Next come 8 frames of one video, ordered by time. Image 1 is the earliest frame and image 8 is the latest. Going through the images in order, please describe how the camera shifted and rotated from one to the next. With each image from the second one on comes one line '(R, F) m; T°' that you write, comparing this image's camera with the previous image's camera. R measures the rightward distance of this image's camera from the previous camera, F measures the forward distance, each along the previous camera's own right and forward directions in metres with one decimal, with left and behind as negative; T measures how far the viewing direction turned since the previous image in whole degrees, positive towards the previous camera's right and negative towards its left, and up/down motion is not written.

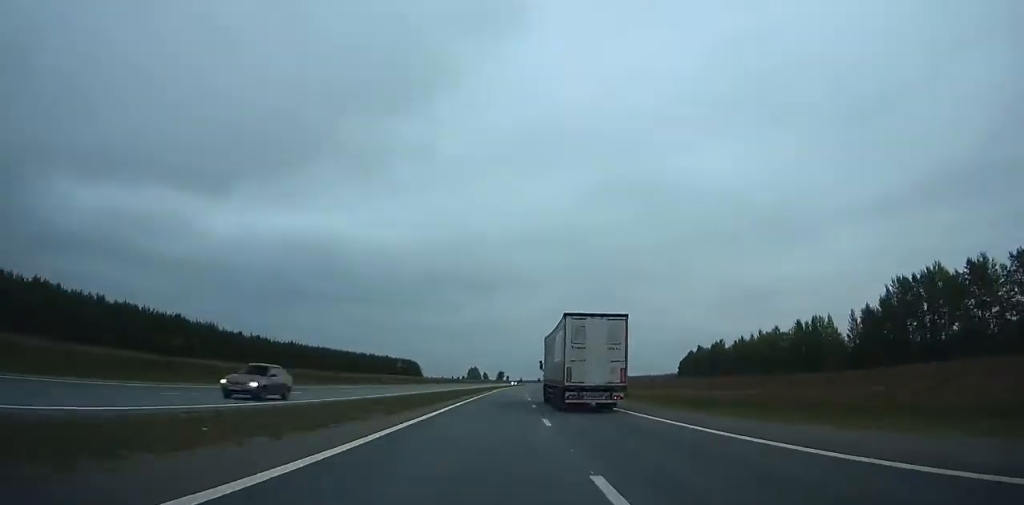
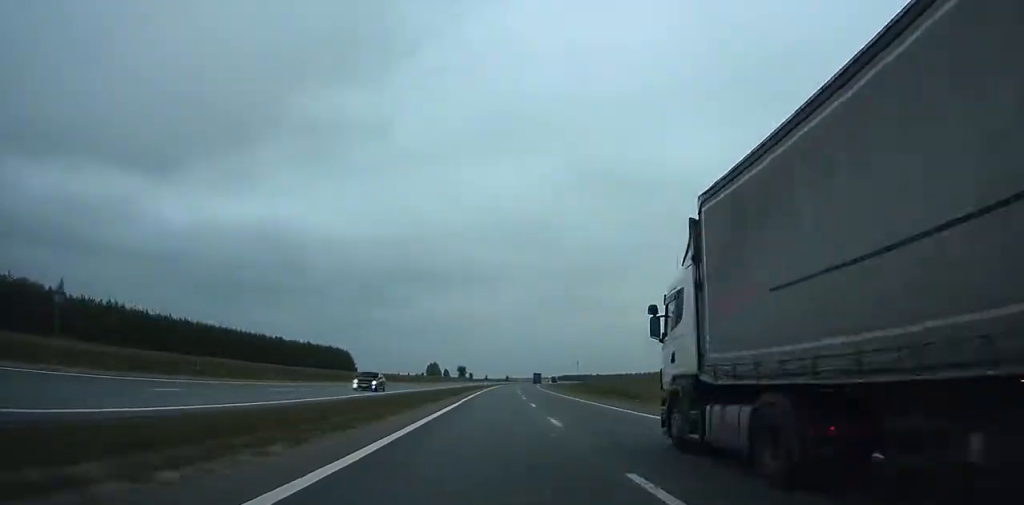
(+1.3, +84.6) m; +3°
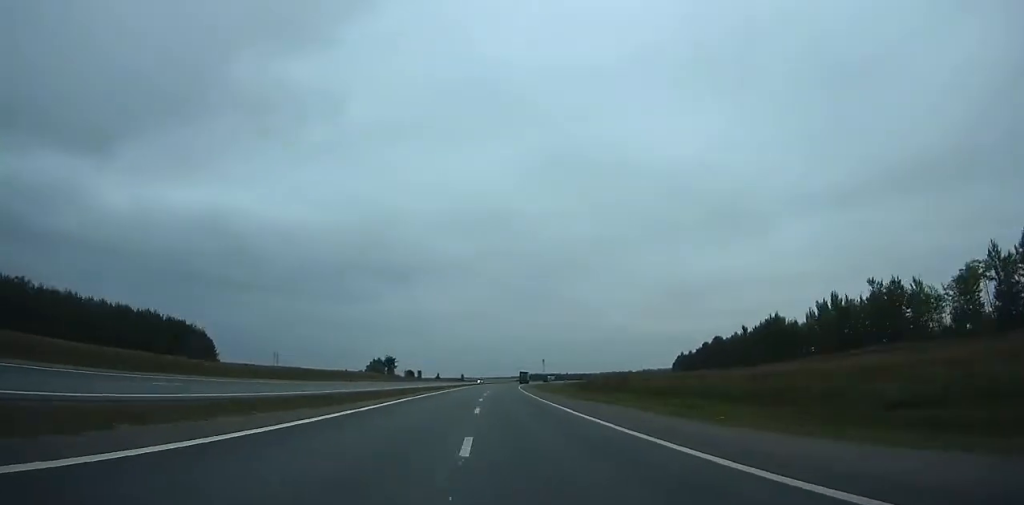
(+4.6, +103.0) m; +4°
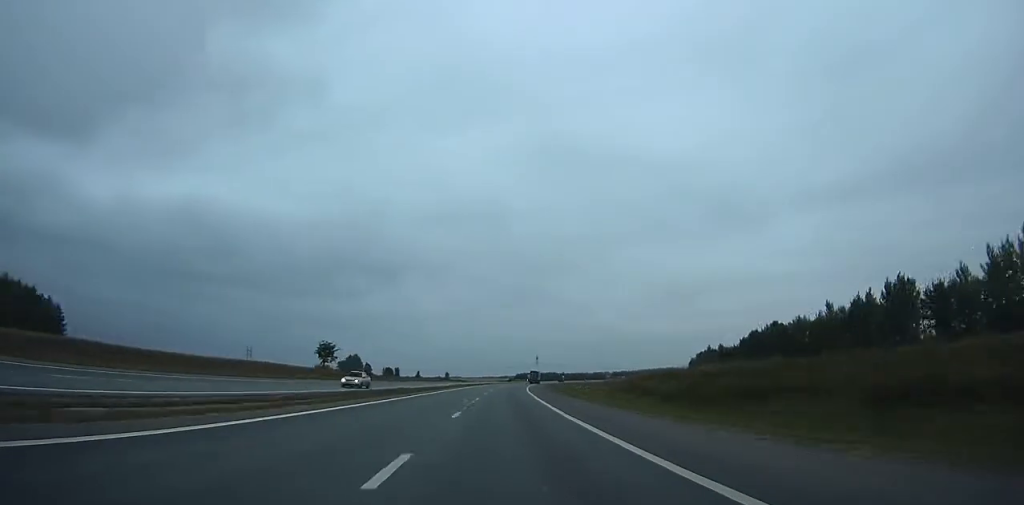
(+0.8, +62.2) m; +1°
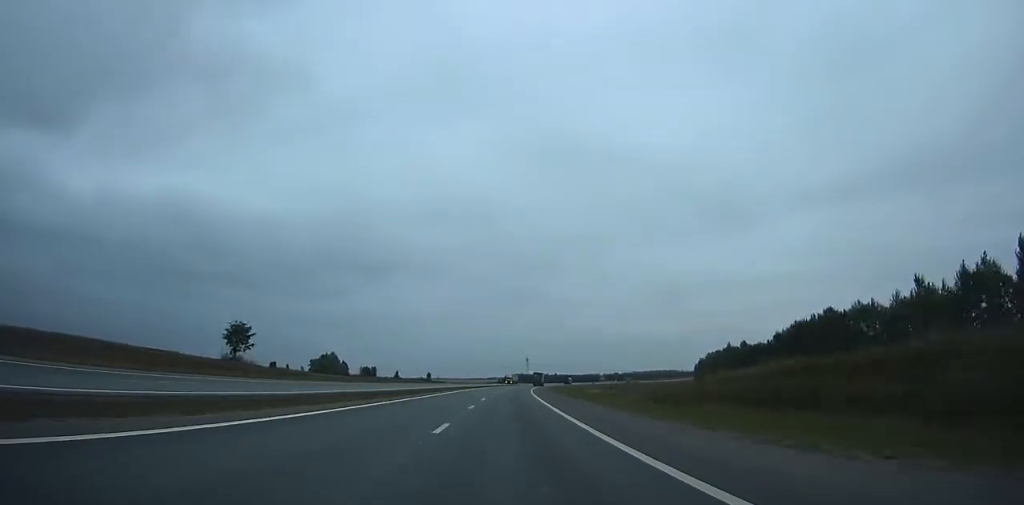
(-0.4, +41.4) m; +1°
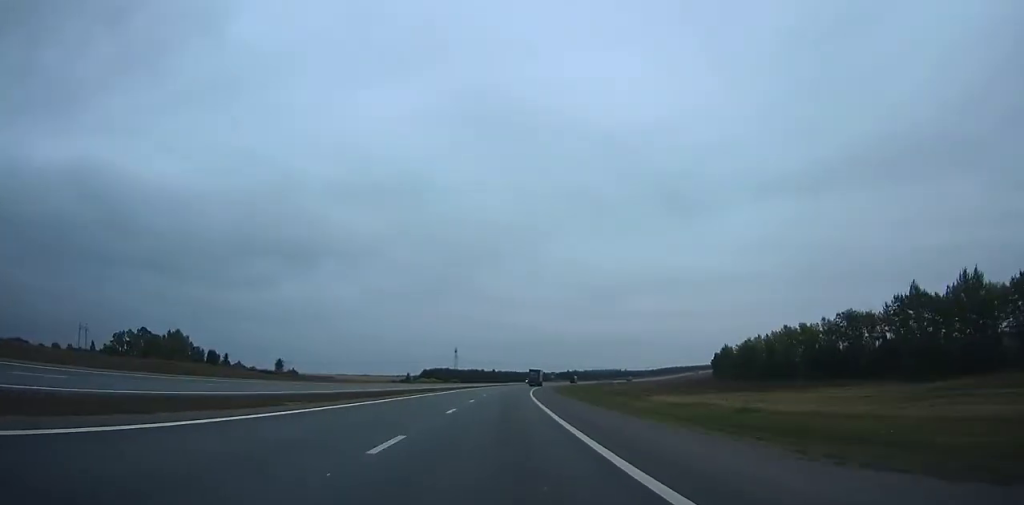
(+8.9, +161.2) m; +7°
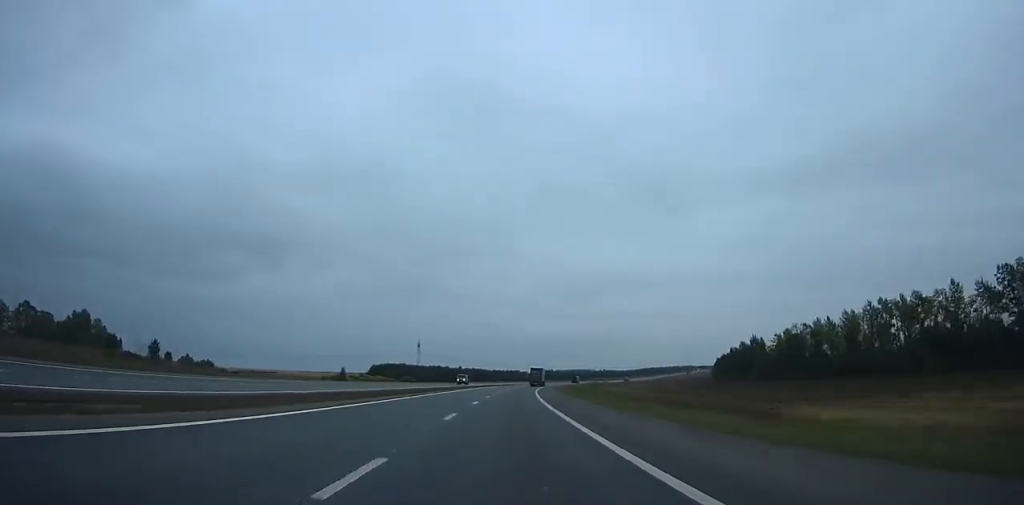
(+1.9, +64.1) m; +3°
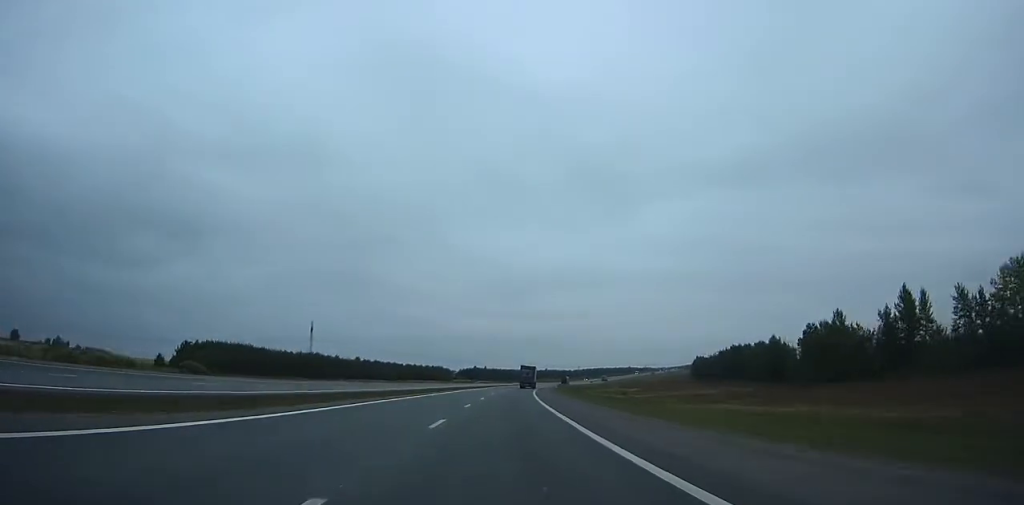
(+5.9, +124.8) m; +6°
